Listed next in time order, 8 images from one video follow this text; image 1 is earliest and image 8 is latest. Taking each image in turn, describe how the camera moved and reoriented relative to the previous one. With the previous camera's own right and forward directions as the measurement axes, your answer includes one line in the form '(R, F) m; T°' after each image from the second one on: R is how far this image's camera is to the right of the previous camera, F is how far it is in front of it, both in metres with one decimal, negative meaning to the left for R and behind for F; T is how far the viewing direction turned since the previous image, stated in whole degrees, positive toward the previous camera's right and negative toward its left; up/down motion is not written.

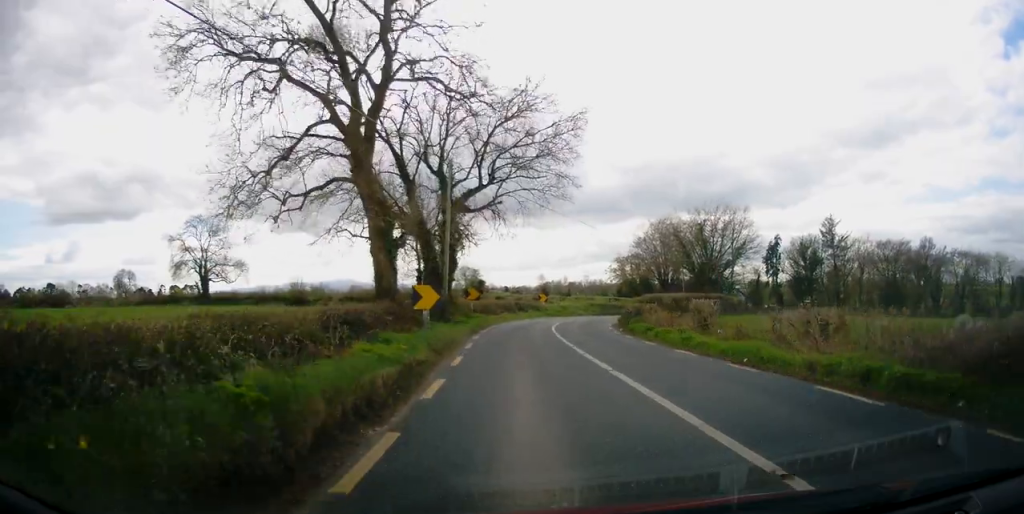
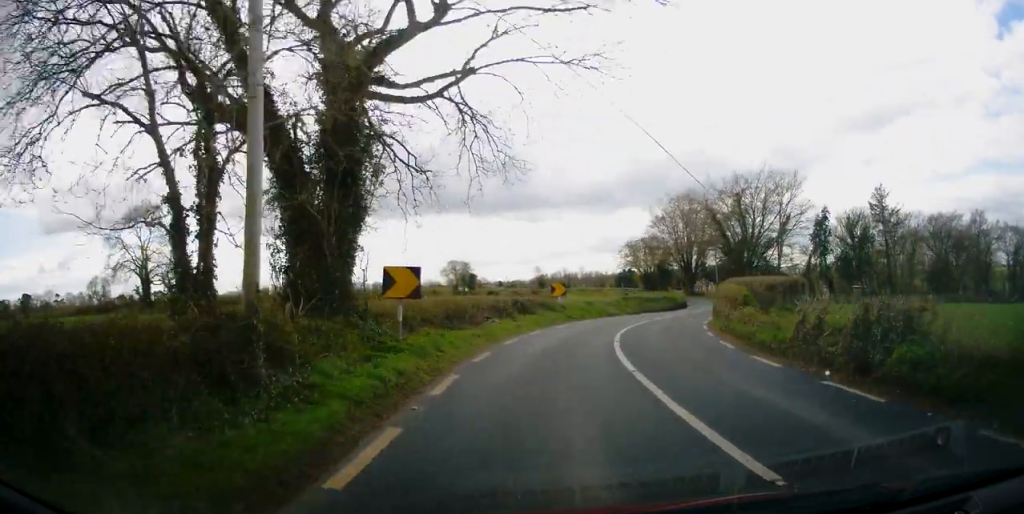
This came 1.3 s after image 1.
(-0.5, +19.7) m; 0°
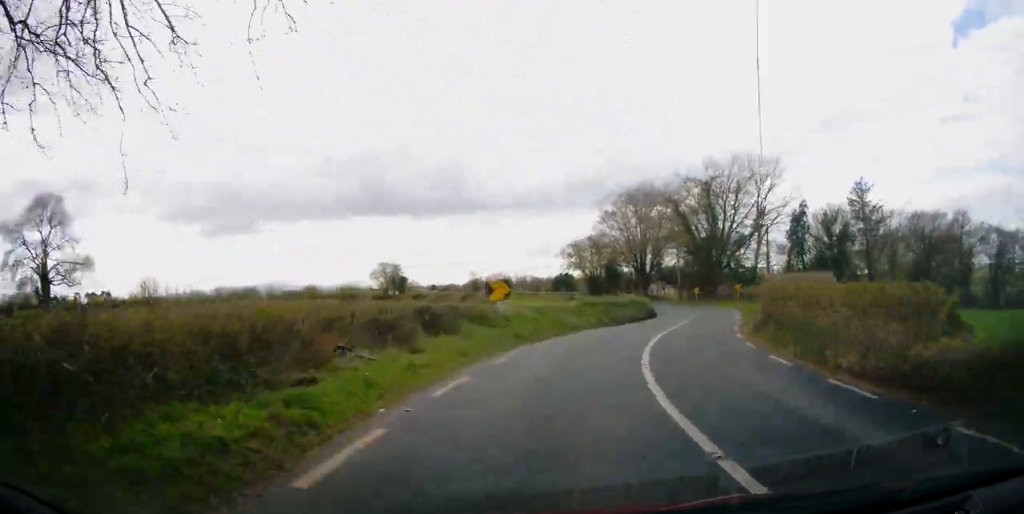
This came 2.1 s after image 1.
(+0.1, +11.9) m; +3°
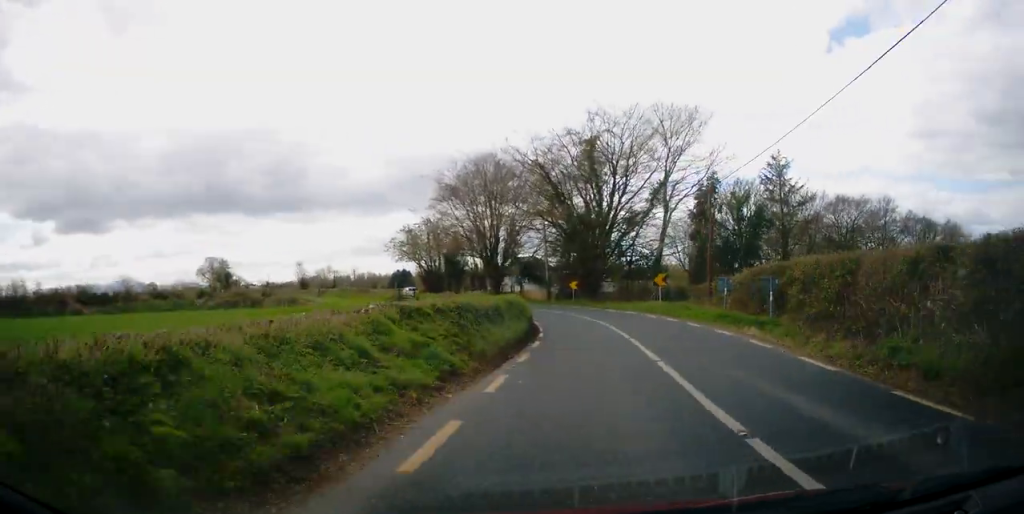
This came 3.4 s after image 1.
(+1.6, +18.7) m; +13°
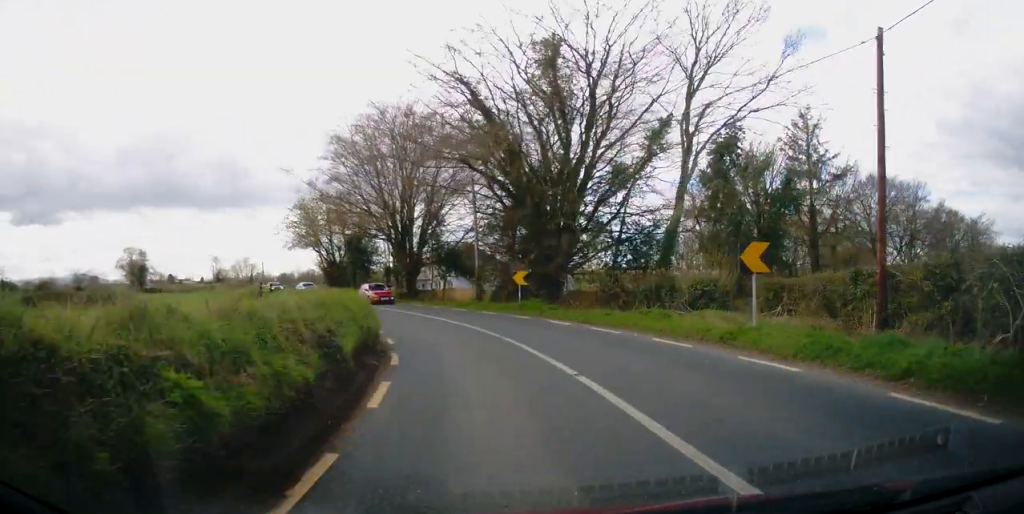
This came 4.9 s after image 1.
(+3.0, +20.7) m; +10°
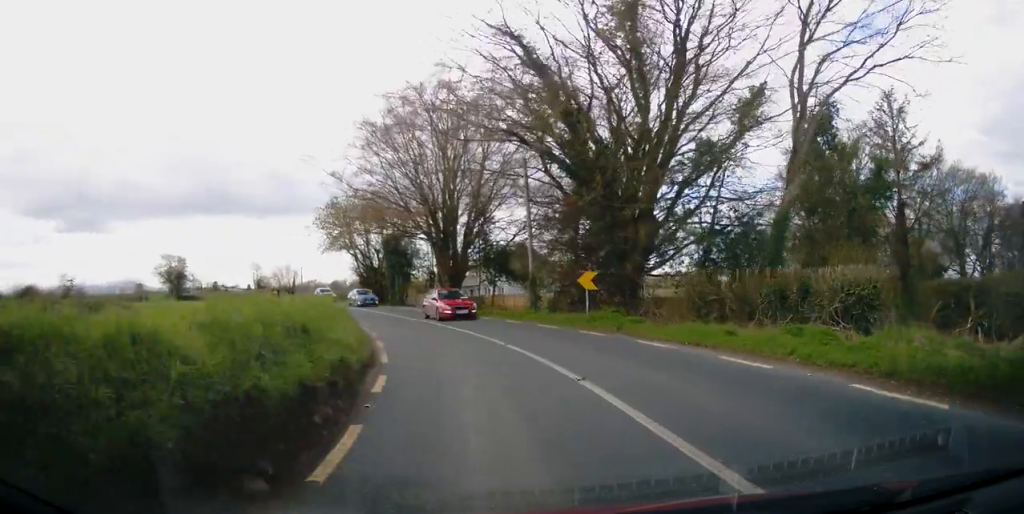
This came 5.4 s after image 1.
(-0.1, +6.8) m; -4°
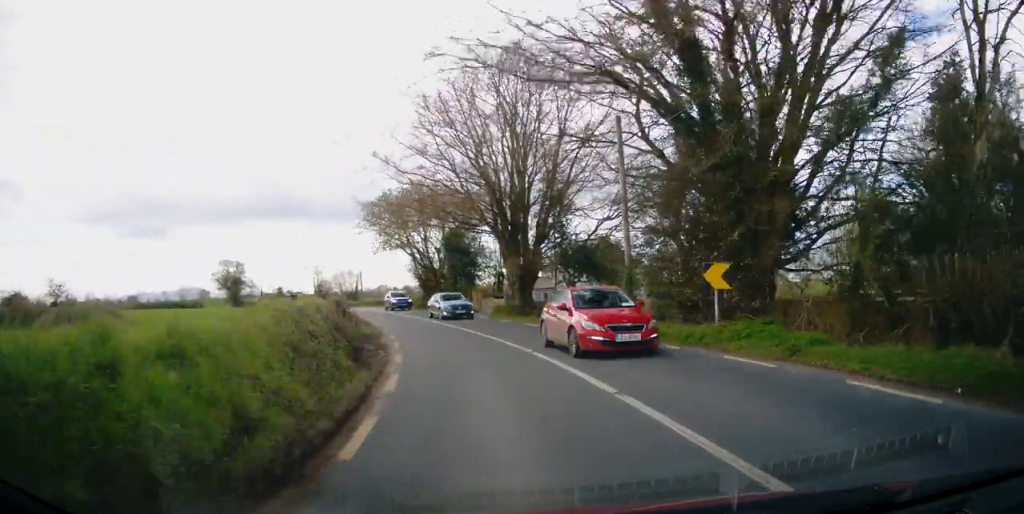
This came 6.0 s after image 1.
(-0.2, +7.1) m; -5°
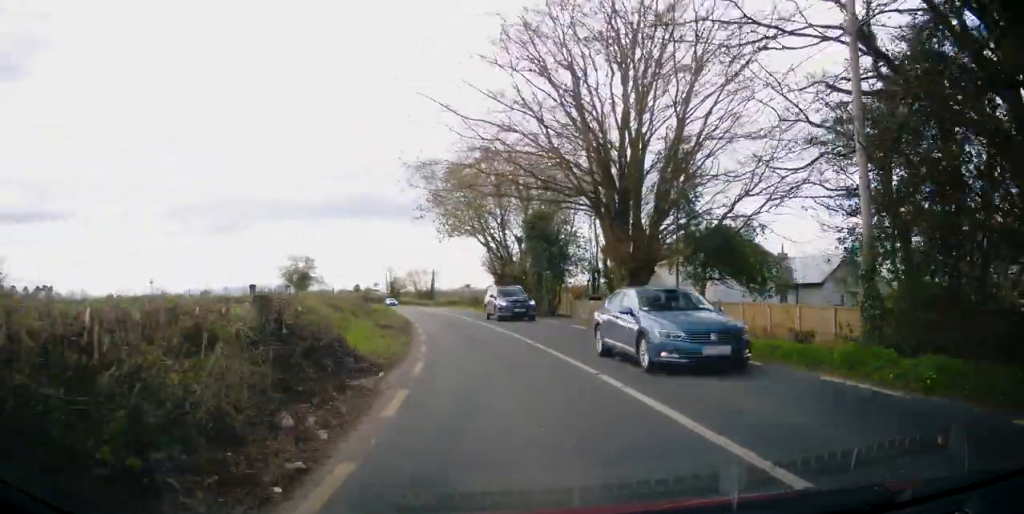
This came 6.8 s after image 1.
(-0.6, +9.9) m; -8°
